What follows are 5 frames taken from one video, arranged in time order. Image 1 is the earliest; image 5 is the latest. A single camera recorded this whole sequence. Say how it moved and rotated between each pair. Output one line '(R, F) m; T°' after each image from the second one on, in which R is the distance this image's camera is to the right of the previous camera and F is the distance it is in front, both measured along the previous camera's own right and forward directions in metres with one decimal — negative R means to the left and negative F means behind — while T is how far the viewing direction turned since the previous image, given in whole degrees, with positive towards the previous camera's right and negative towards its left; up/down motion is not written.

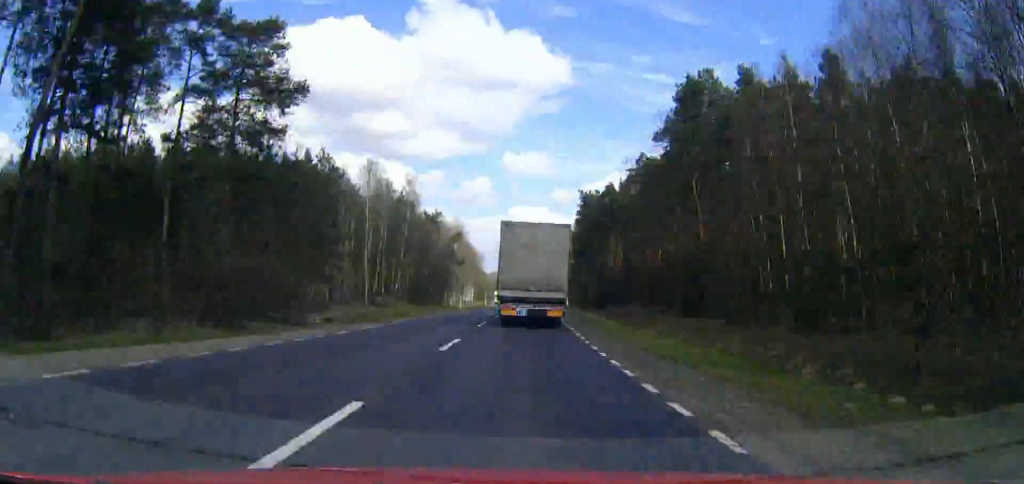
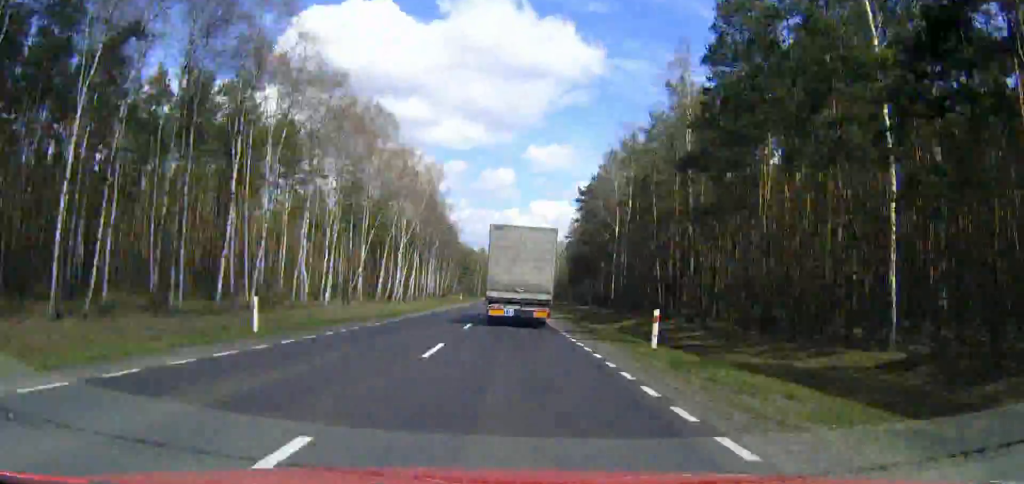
(-1.7, +158.6) m; -2°
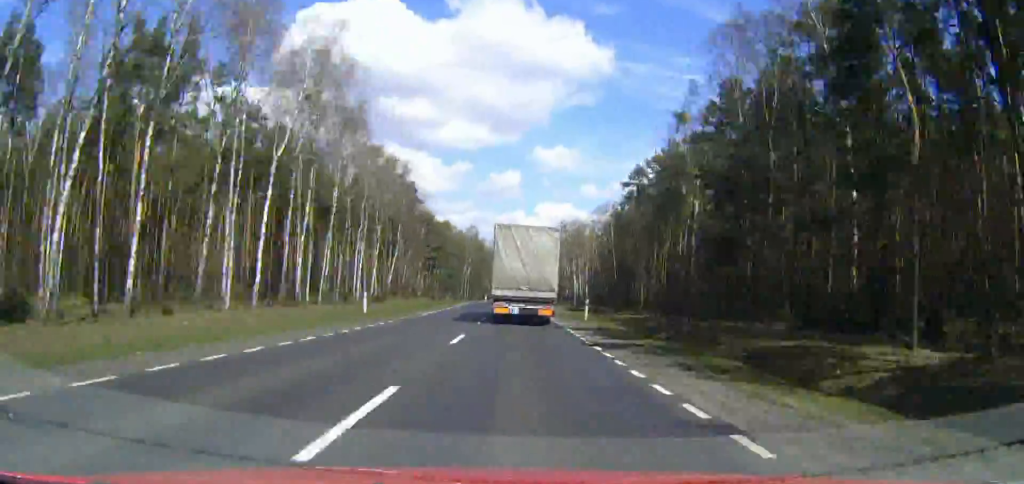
(+0.1, +80.9) m; 0°
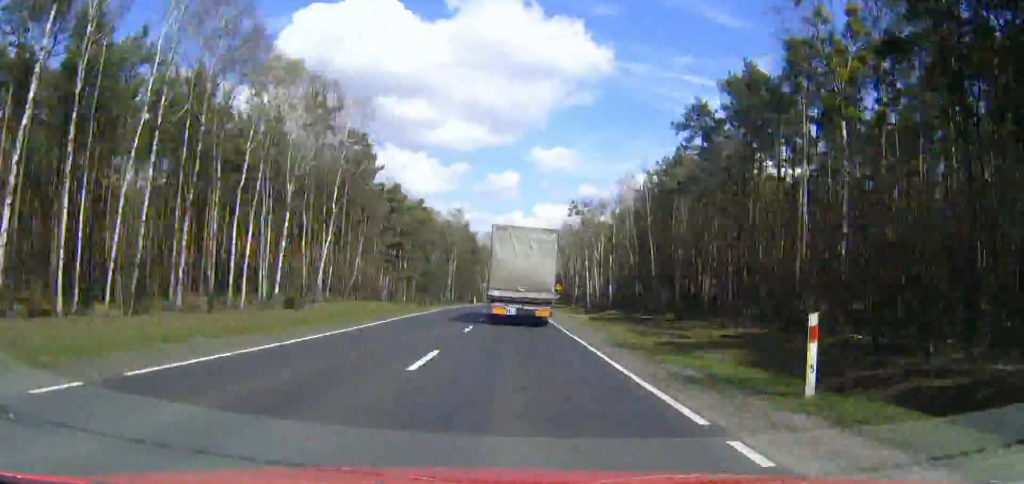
(0.0, +30.2) m; 0°
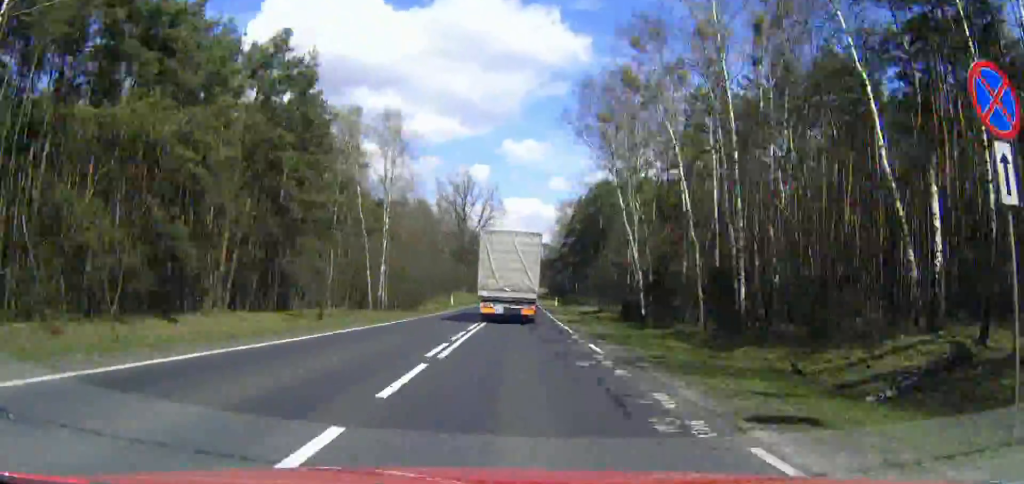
(+2.4, +122.4) m; +2°
